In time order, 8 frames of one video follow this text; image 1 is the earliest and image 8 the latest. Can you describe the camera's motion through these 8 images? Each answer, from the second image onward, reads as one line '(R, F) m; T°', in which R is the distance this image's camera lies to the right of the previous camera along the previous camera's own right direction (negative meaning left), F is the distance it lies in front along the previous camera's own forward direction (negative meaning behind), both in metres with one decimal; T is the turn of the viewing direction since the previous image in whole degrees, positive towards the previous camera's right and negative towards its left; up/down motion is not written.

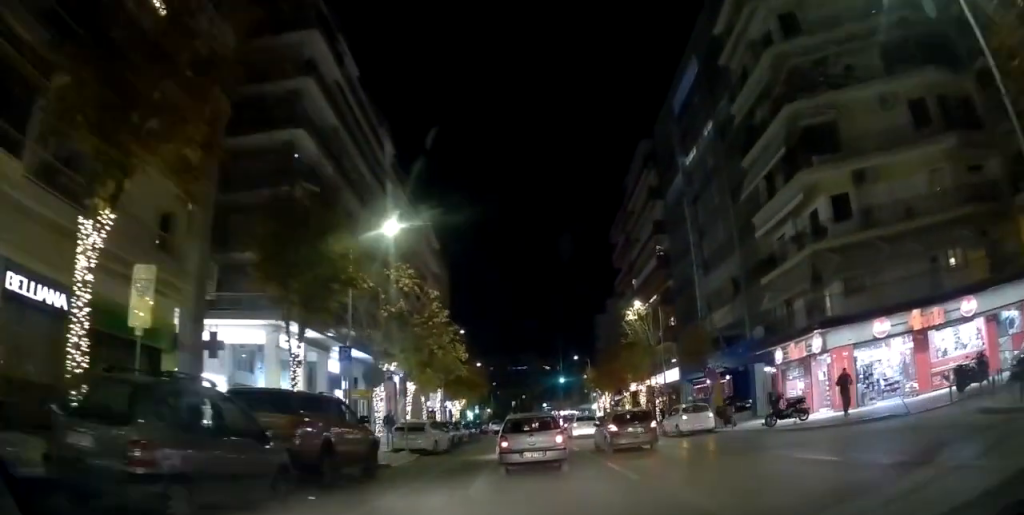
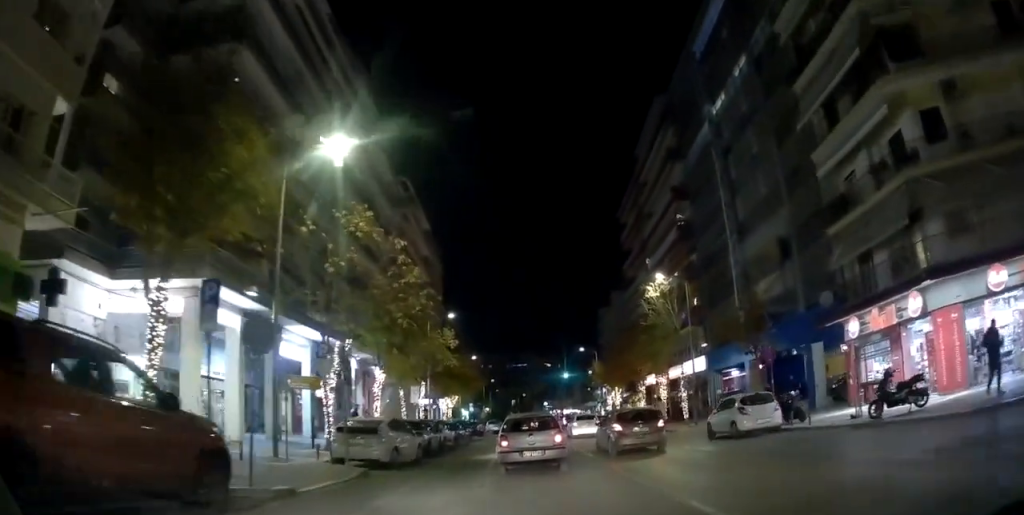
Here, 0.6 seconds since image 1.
(+0.1, +8.2) m; +2°
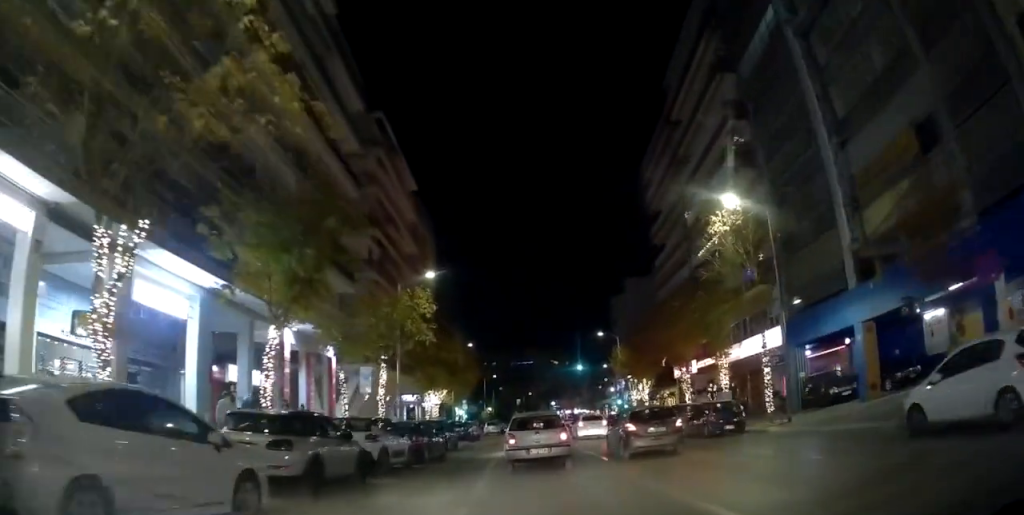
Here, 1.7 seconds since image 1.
(+0.4, +13.5) m; +2°
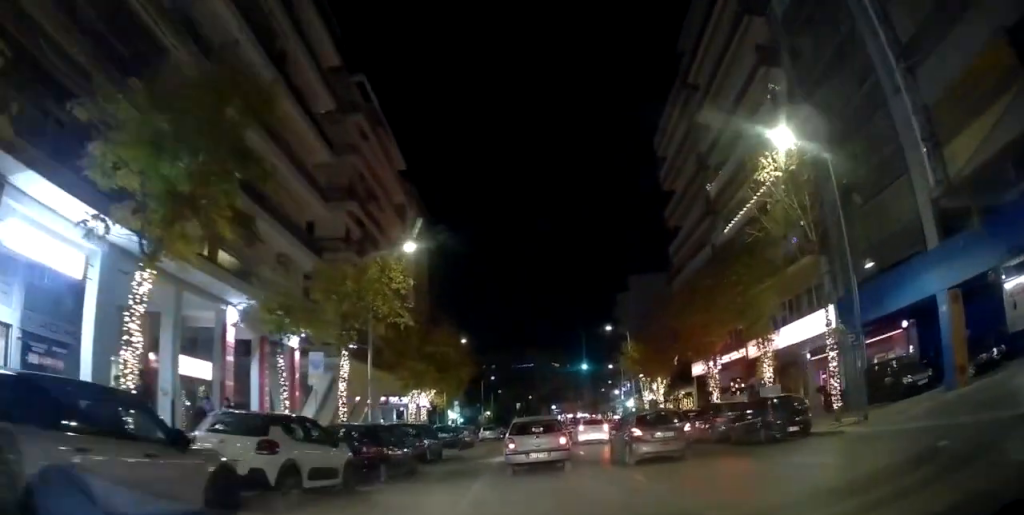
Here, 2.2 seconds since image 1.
(0.0, +6.1) m; 0°
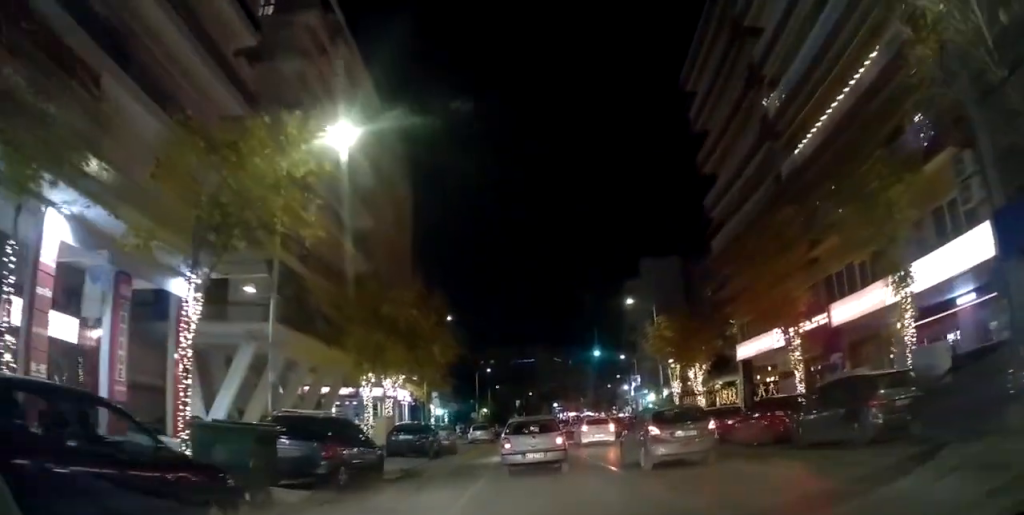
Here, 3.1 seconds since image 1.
(0.0, +10.3) m; +1°
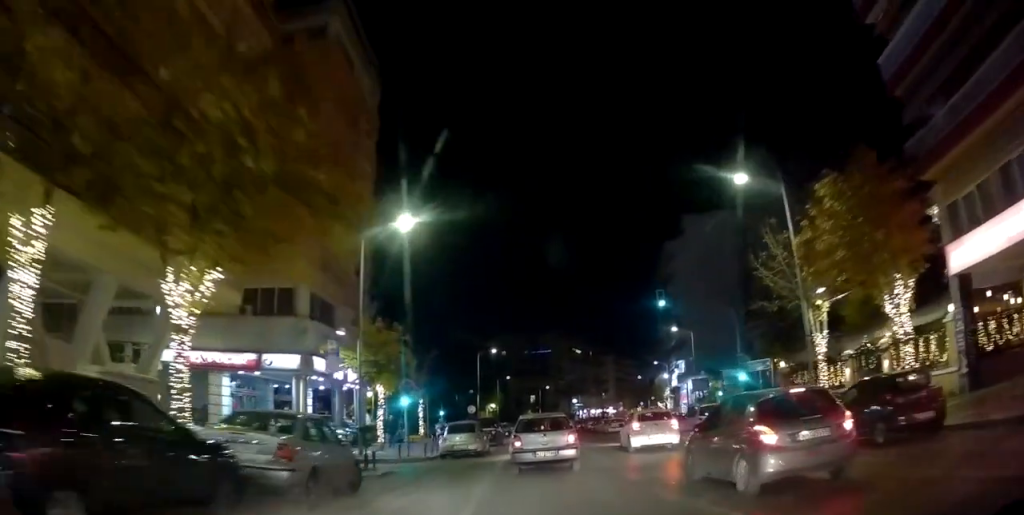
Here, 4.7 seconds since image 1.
(+1.8, +19.9) m; +15°
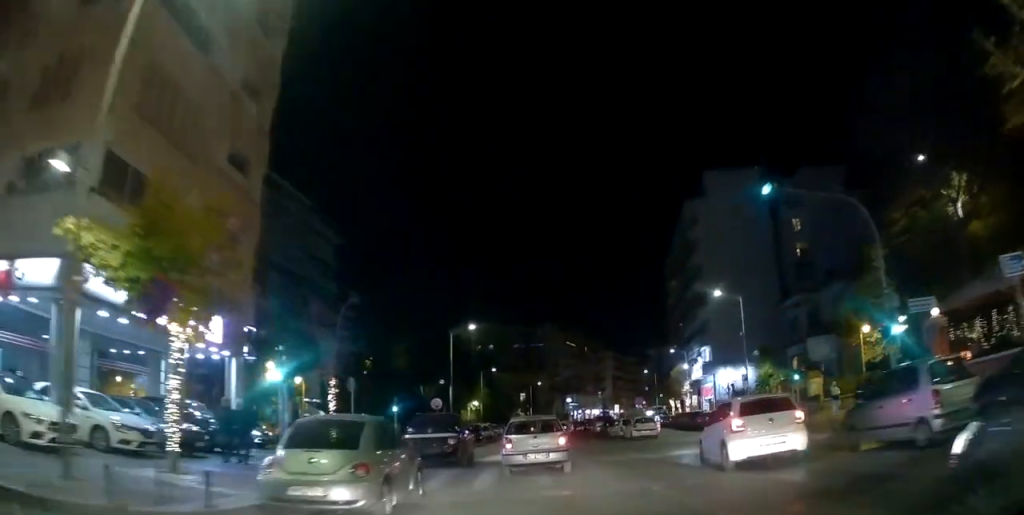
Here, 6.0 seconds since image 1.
(-0.8, +15.9) m; -16°
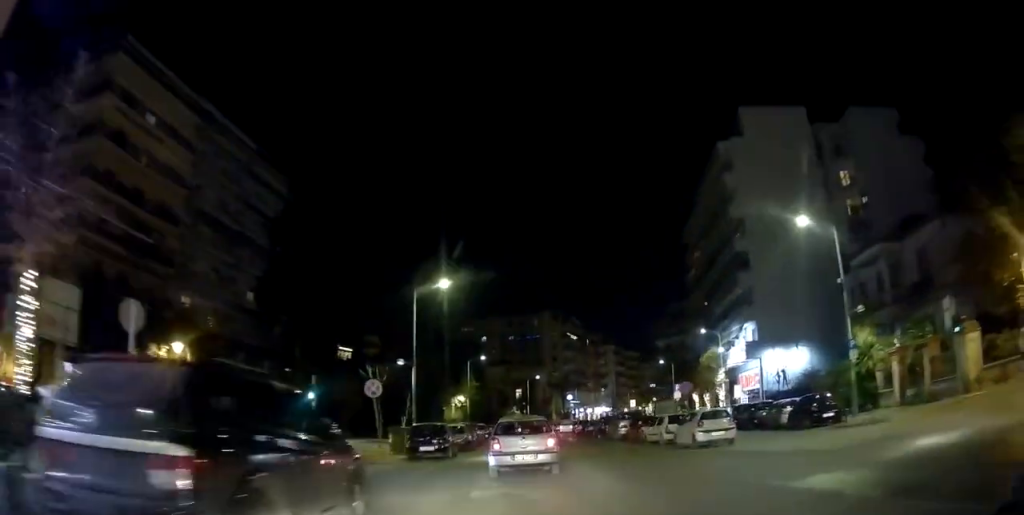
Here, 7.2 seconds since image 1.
(-1.6, +15.3) m; -3°
